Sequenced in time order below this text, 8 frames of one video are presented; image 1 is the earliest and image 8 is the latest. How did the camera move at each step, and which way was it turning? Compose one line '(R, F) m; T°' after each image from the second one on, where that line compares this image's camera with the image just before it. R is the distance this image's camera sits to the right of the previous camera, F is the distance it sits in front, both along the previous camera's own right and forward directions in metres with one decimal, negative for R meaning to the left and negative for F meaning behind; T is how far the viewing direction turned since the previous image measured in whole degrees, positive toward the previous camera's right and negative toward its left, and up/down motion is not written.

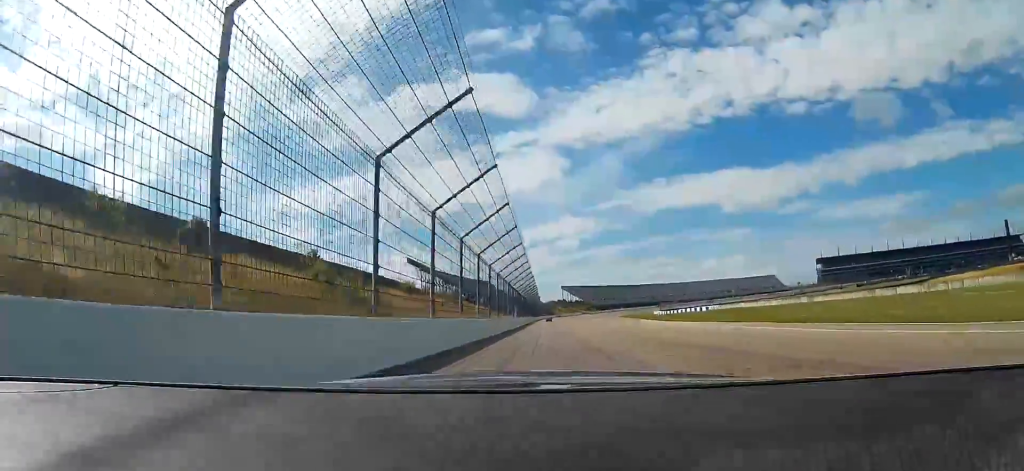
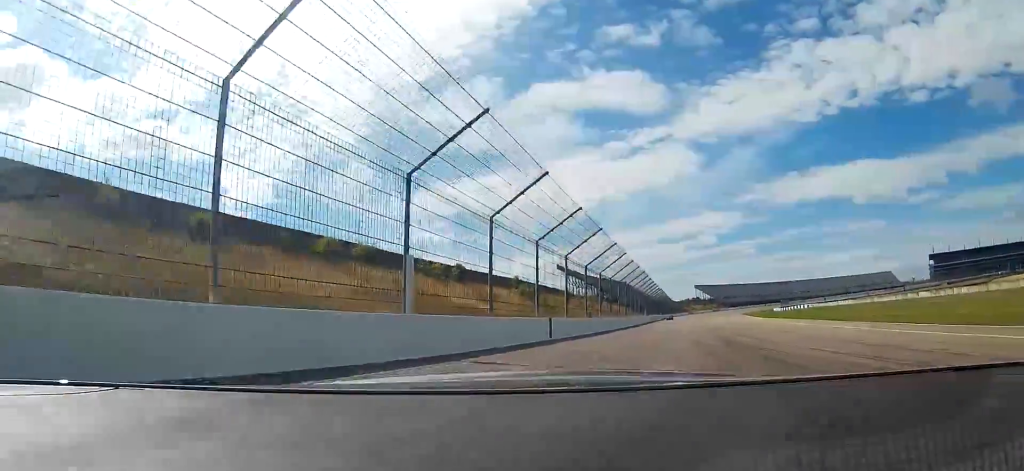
(-3.7, +28.3) m; -18°
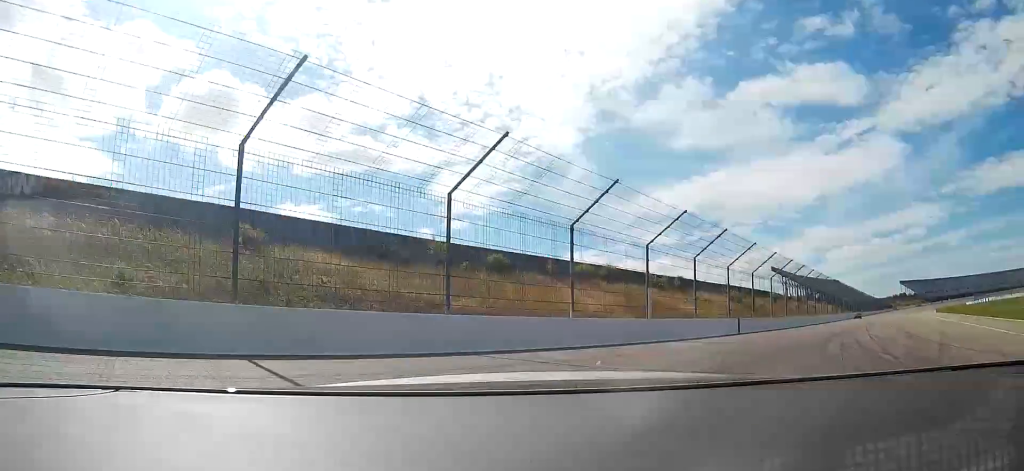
(-1.7, +14.8) m; -19°
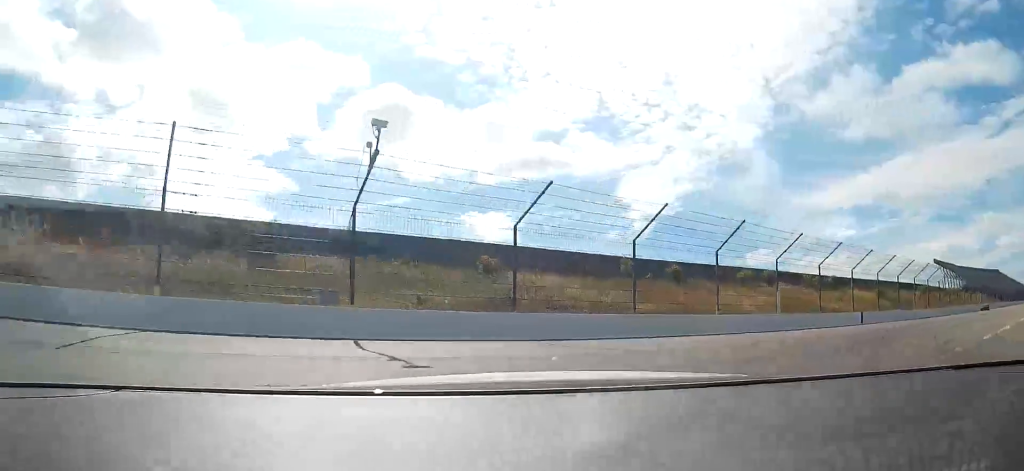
(-2.1, +11.9) m; -19°
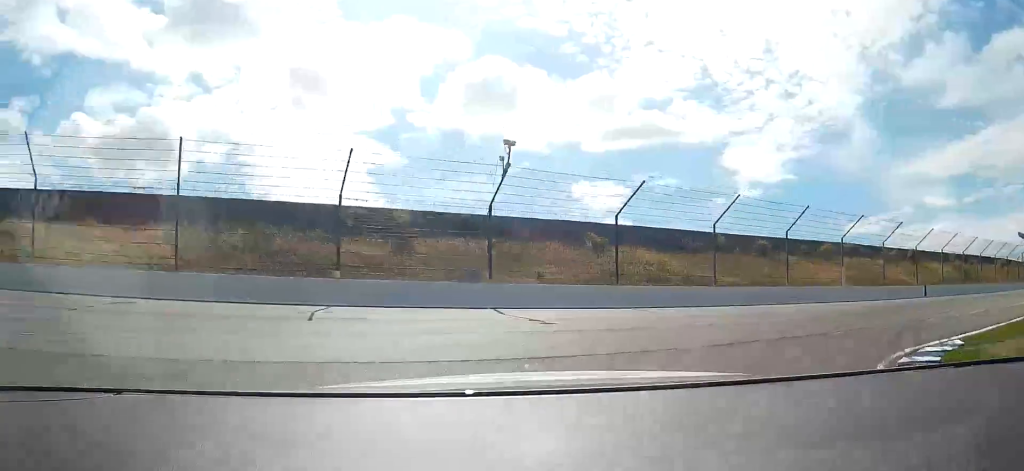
(-0.8, +6.3) m; -12°
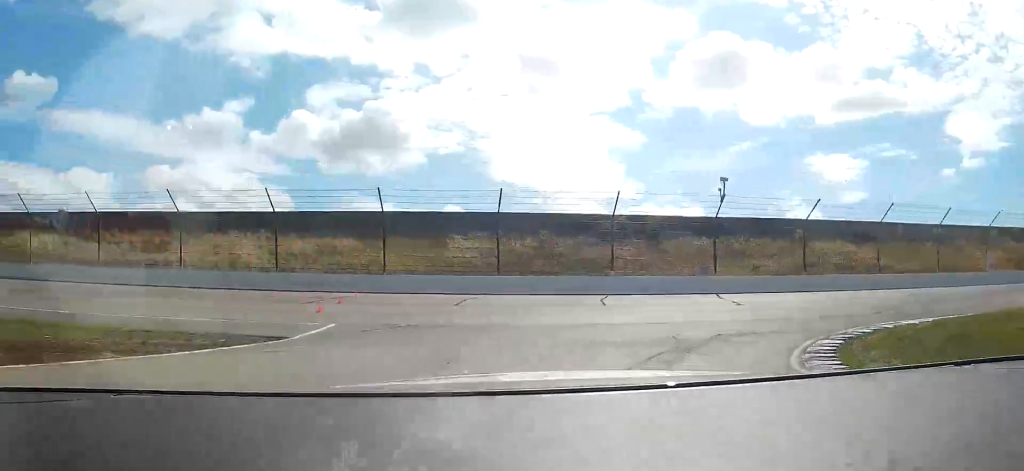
(-1.6, +12.6) m; -25°
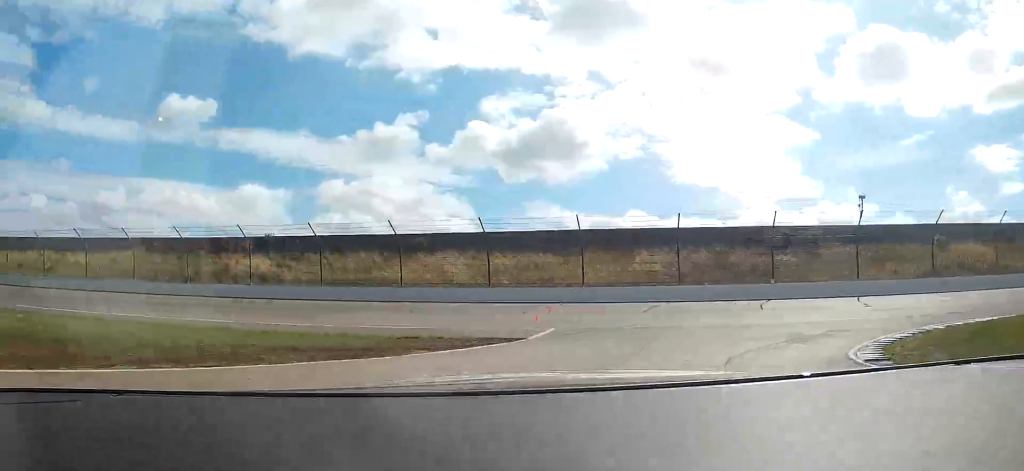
(-2.1, +6.9) m; -14°
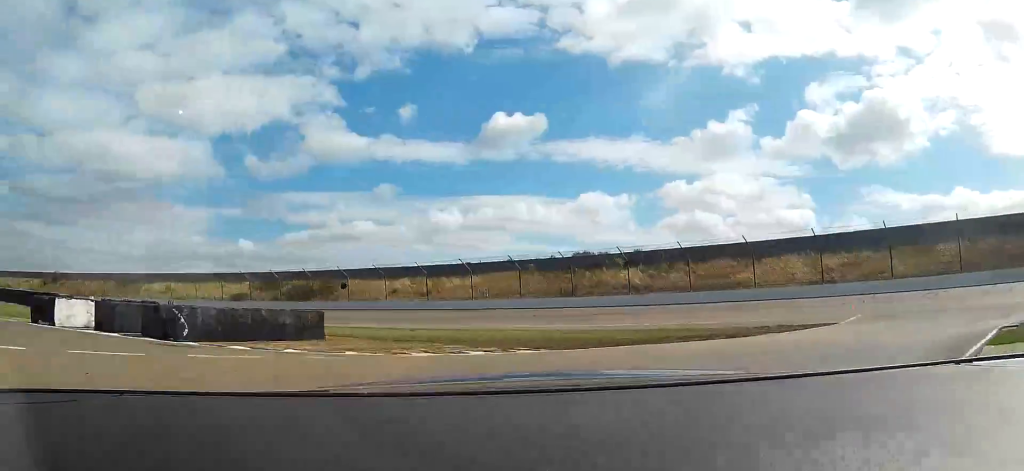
(-2.3, +11.3) m; -22°
